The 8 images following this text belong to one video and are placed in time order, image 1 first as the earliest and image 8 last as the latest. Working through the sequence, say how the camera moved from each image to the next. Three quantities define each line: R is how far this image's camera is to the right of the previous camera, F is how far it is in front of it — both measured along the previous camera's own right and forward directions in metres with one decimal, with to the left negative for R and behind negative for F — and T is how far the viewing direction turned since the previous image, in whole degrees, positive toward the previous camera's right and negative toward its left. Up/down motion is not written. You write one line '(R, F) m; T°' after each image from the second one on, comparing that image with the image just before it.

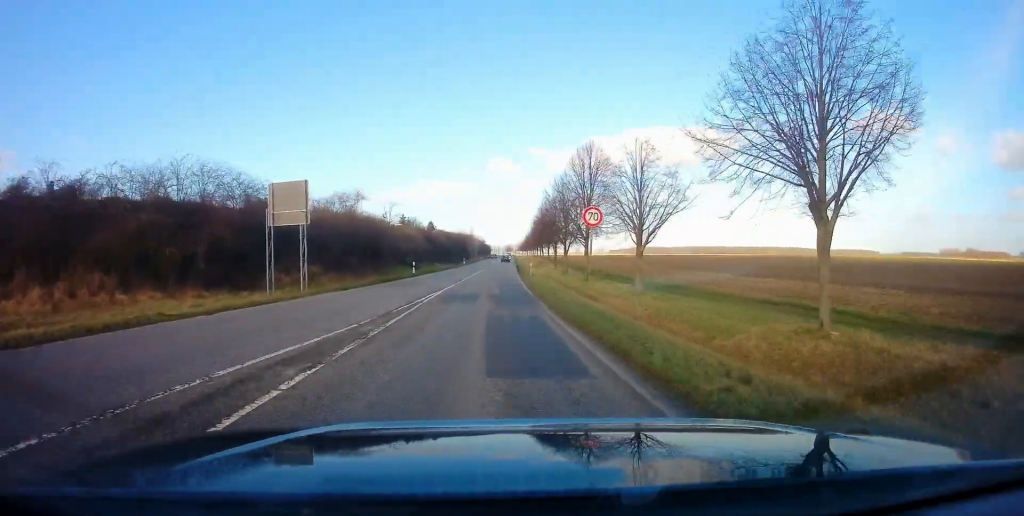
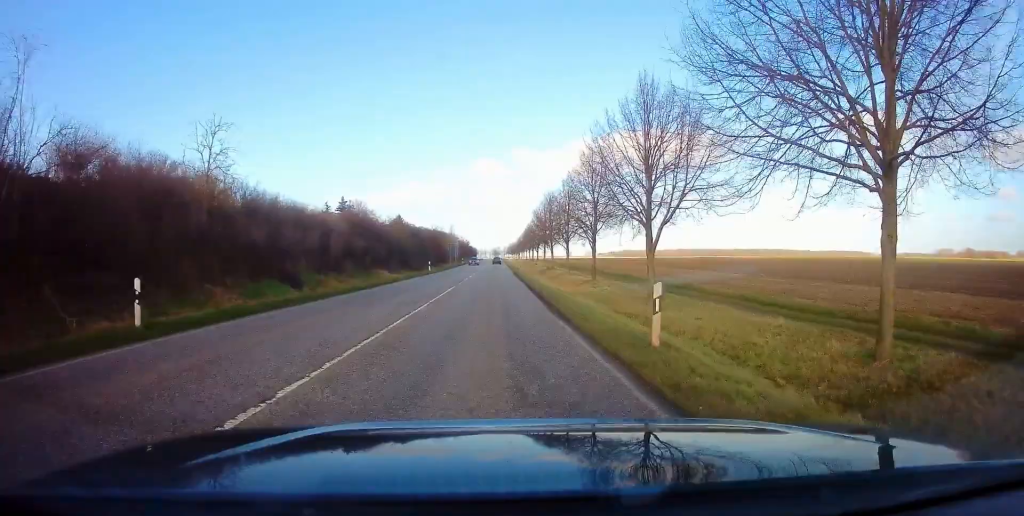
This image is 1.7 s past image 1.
(+0.7, +34.3) m; +2°
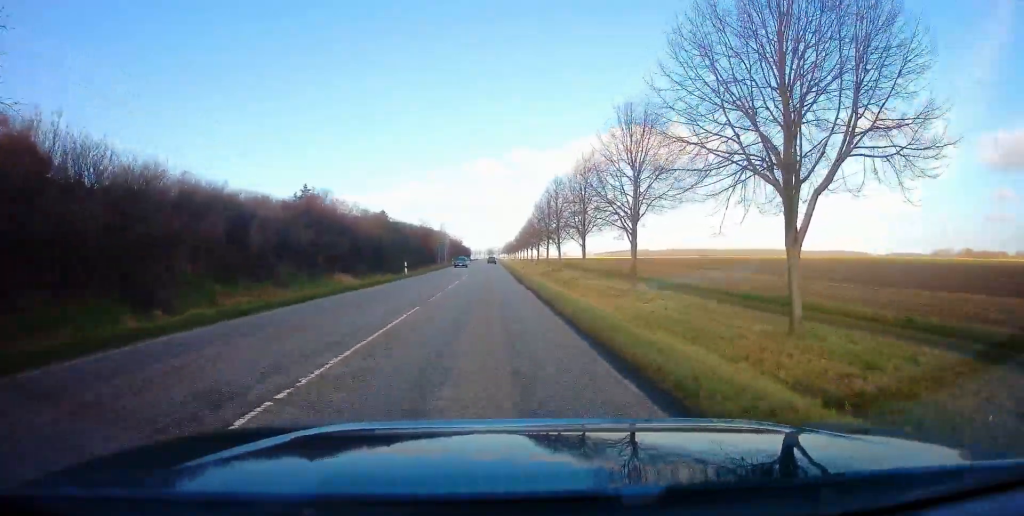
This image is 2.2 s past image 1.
(0.0, +12.2) m; +1°
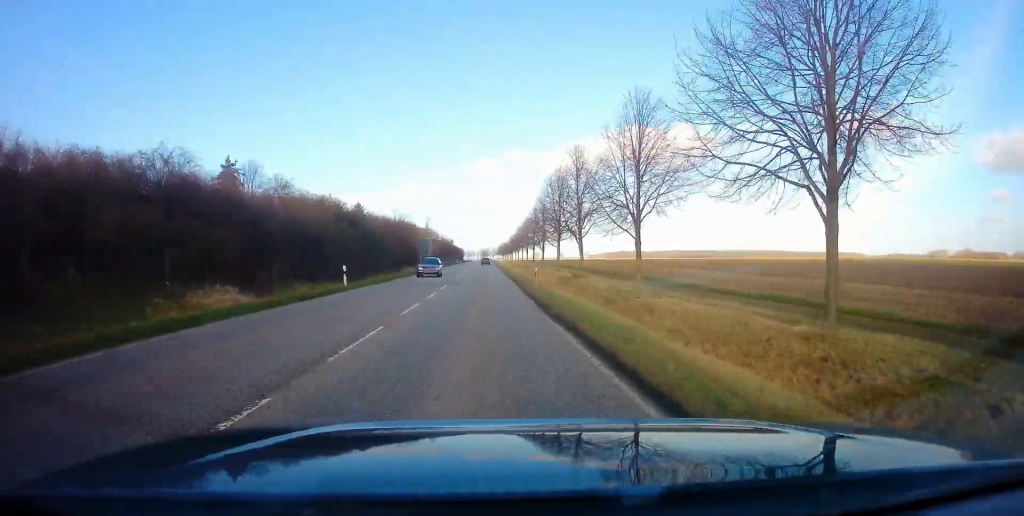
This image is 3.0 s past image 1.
(+0.3, +16.9) m; 0°
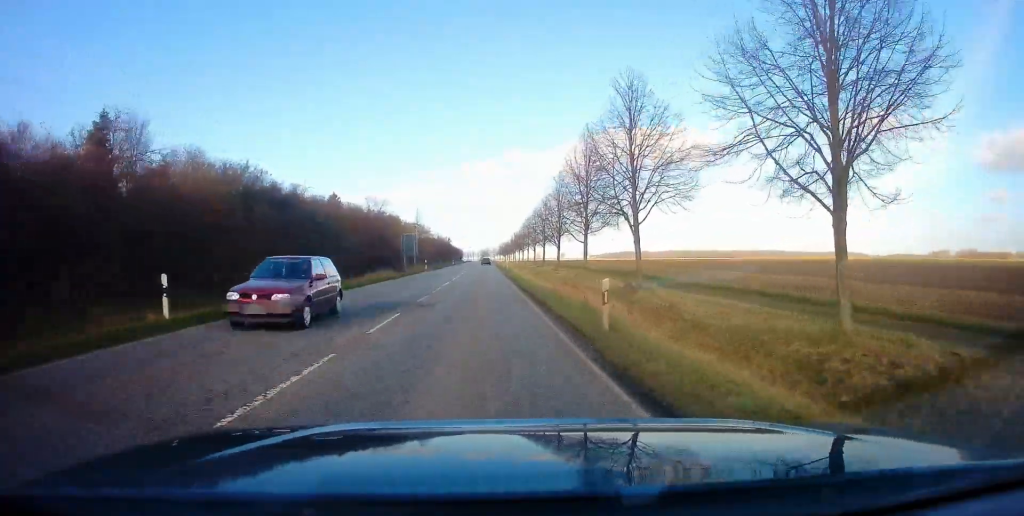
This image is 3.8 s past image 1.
(-0.2, +15.3) m; 0°
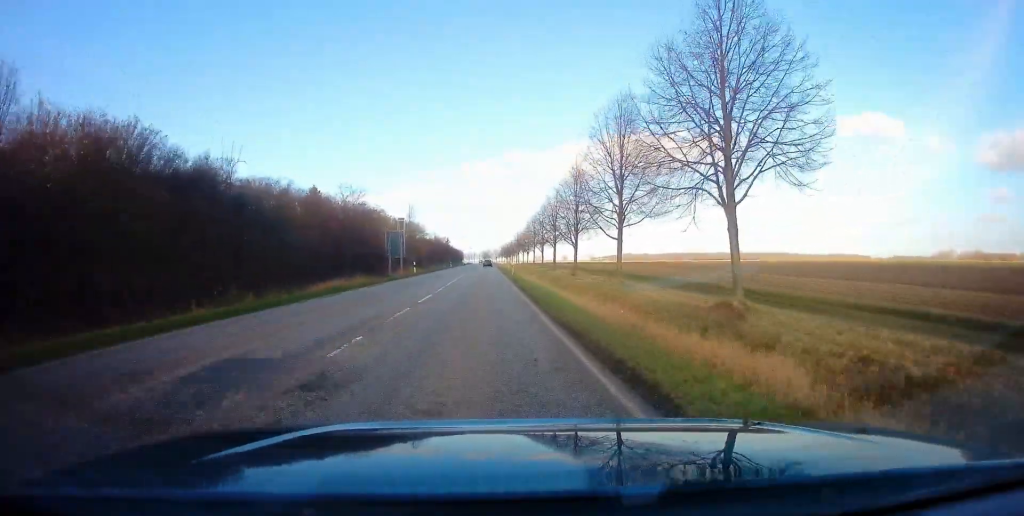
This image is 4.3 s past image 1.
(-0.1, +10.1) m; 0°
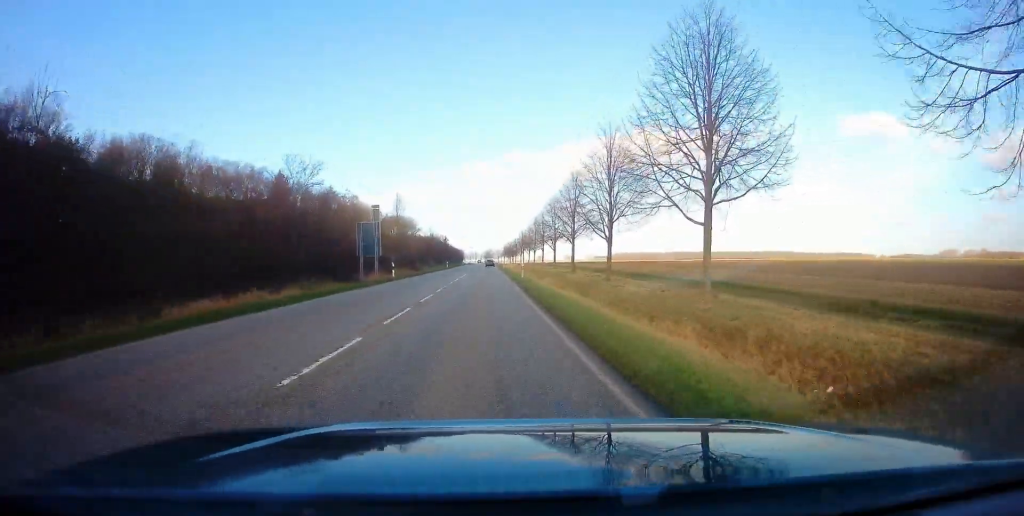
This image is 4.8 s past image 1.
(+0.2, +12.1) m; 0°
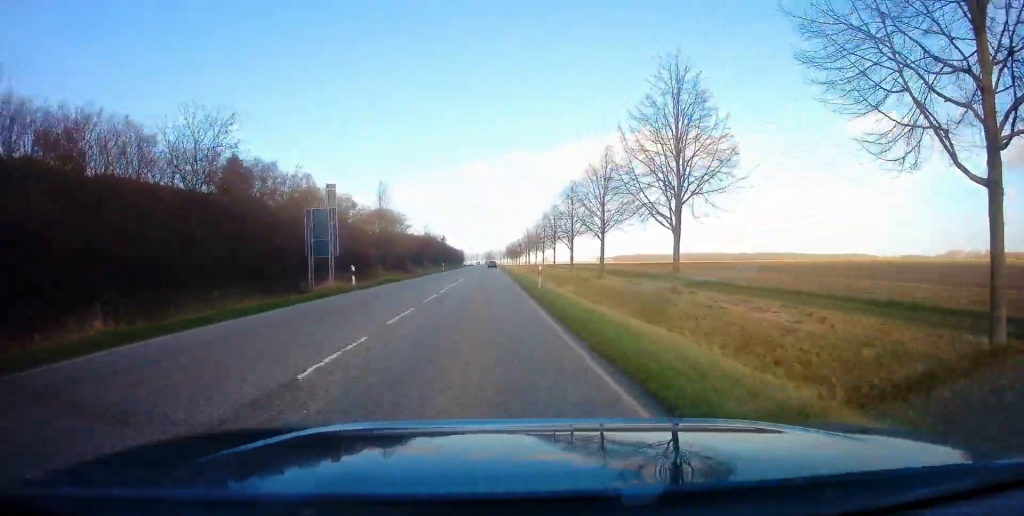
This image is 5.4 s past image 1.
(0.0, +11.8) m; 0°
